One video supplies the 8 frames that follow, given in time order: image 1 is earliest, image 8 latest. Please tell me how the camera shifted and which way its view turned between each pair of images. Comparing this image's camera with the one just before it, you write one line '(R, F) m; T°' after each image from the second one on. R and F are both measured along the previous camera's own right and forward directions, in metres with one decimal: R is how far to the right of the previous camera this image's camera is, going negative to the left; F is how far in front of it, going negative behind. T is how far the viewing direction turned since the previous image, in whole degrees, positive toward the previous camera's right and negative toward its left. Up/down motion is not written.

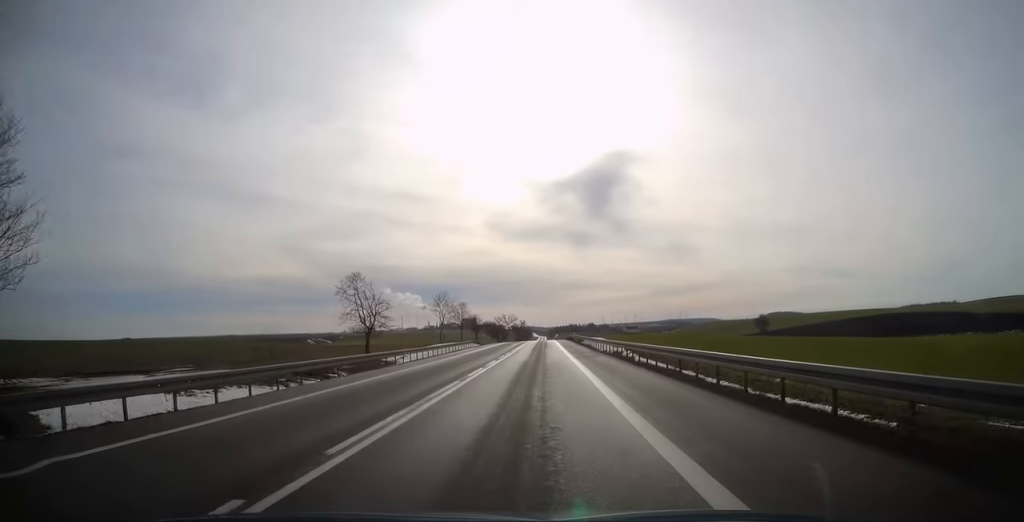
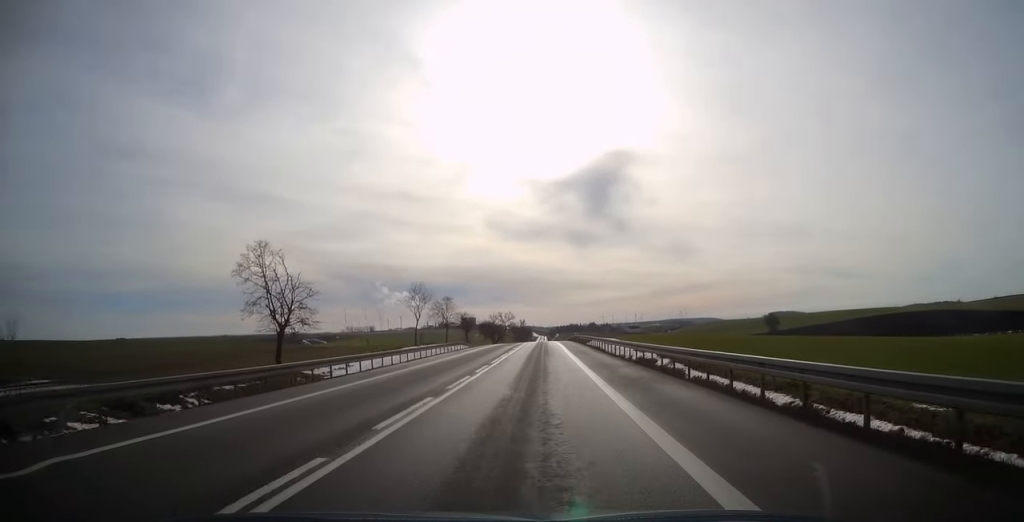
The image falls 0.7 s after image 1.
(0.0, +16.7) m; 0°
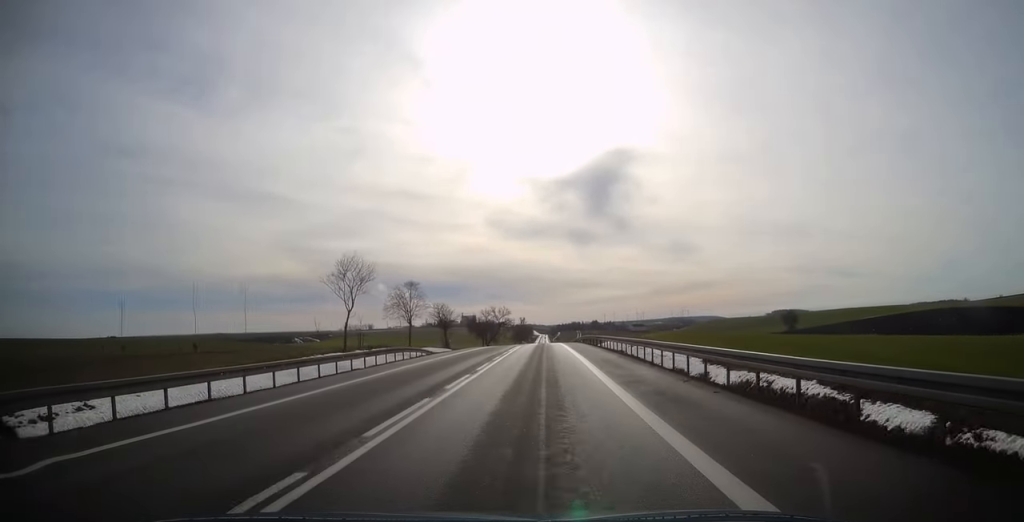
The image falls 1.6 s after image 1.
(-0.1, +25.4) m; 0°
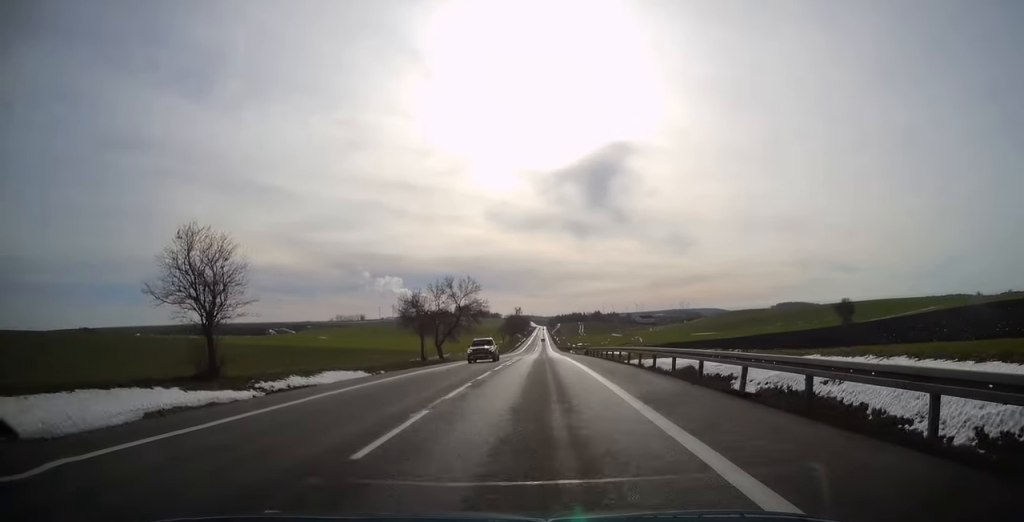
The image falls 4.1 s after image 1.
(0.0, +63.4) m; 0°
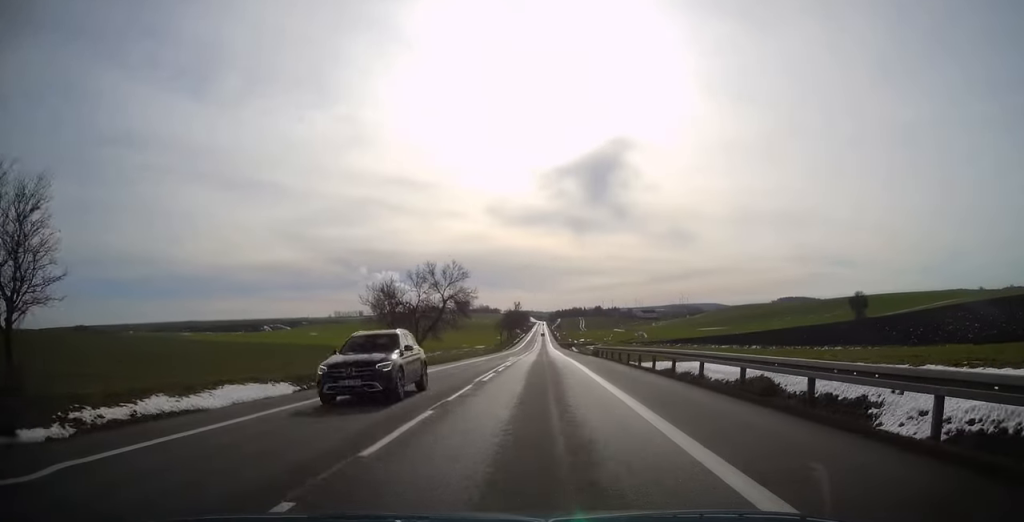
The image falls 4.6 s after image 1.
(0.0, +12.1) m; 0°
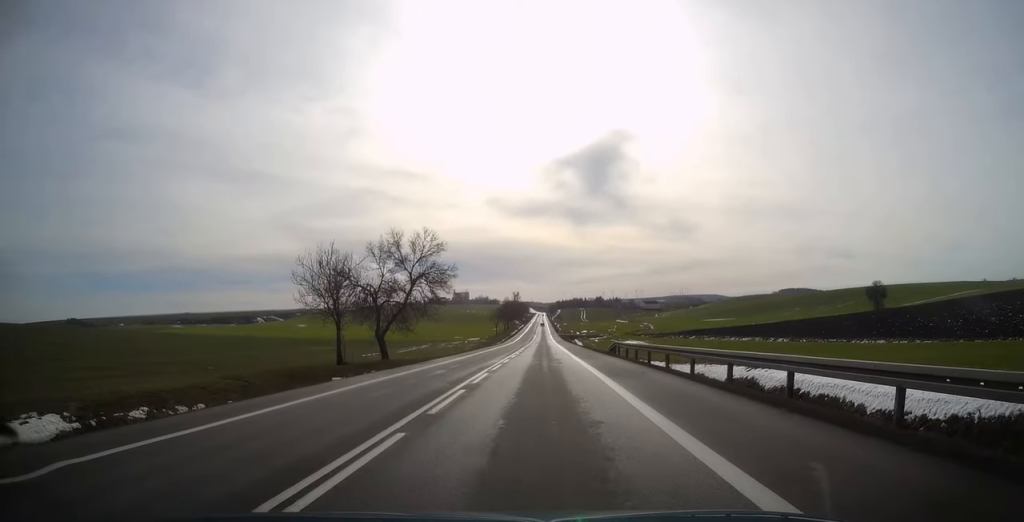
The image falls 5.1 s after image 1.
(0.0, +15.1) m; 0°
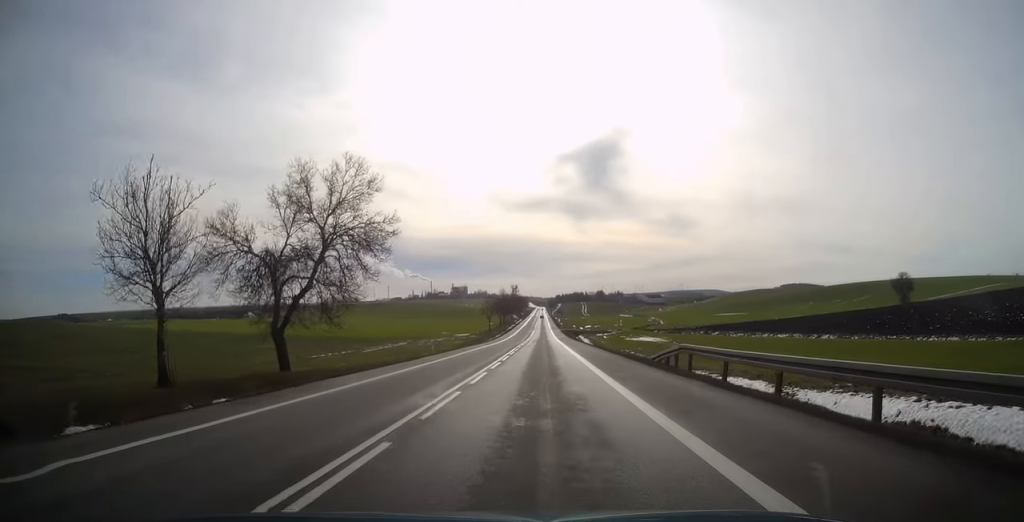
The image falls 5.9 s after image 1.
(+0.1, +19.4) m; 0°
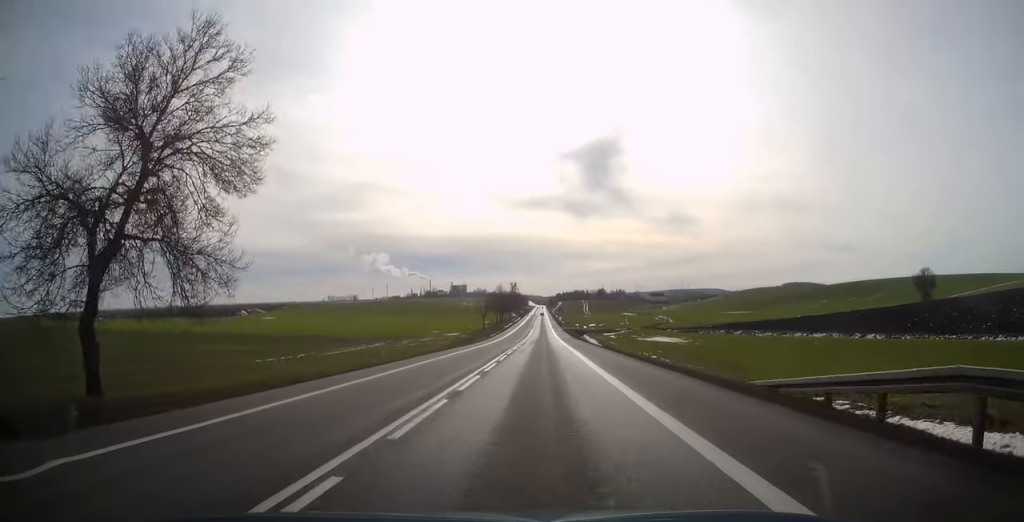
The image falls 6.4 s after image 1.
(0.0, +14.3) m; 0°
